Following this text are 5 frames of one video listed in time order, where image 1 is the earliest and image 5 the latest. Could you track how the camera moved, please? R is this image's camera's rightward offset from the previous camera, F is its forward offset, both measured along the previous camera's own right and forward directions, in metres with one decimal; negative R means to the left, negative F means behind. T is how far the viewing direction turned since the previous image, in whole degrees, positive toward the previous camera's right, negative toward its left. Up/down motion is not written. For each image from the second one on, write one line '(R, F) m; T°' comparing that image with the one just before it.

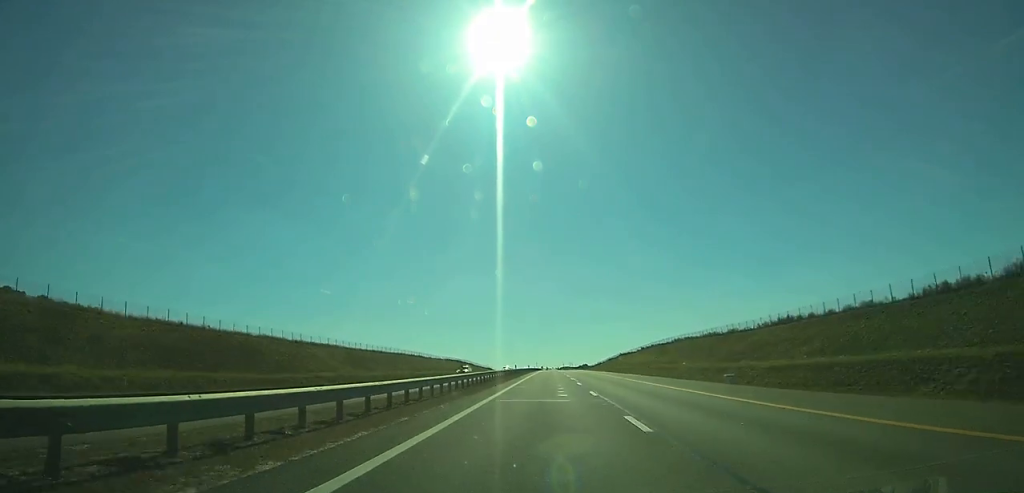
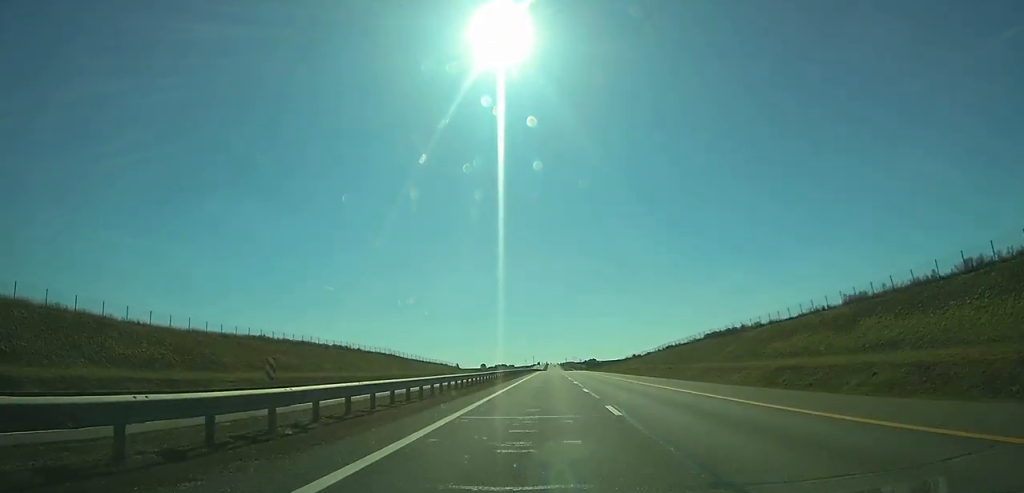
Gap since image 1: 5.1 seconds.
(0.0, +162.7) m; 0°
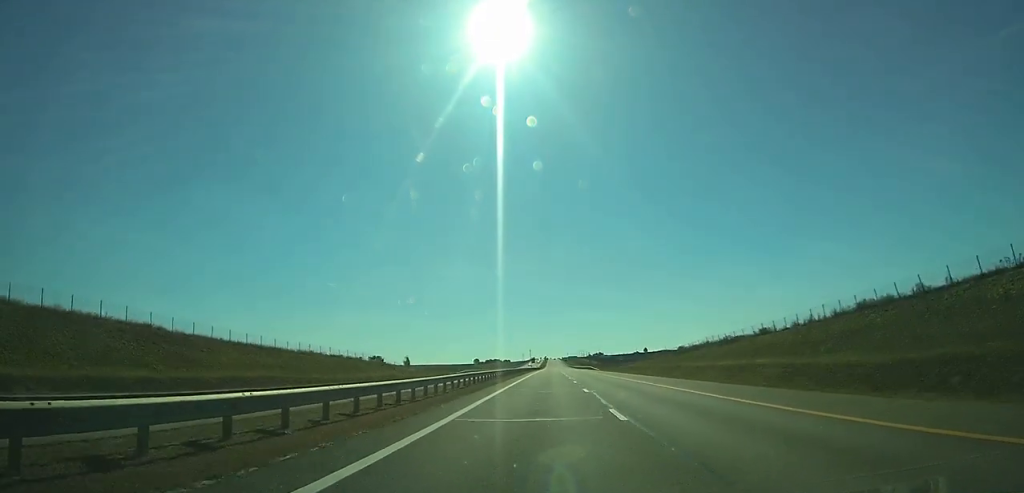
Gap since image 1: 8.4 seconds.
(-0.1, +108.5) m; 0°
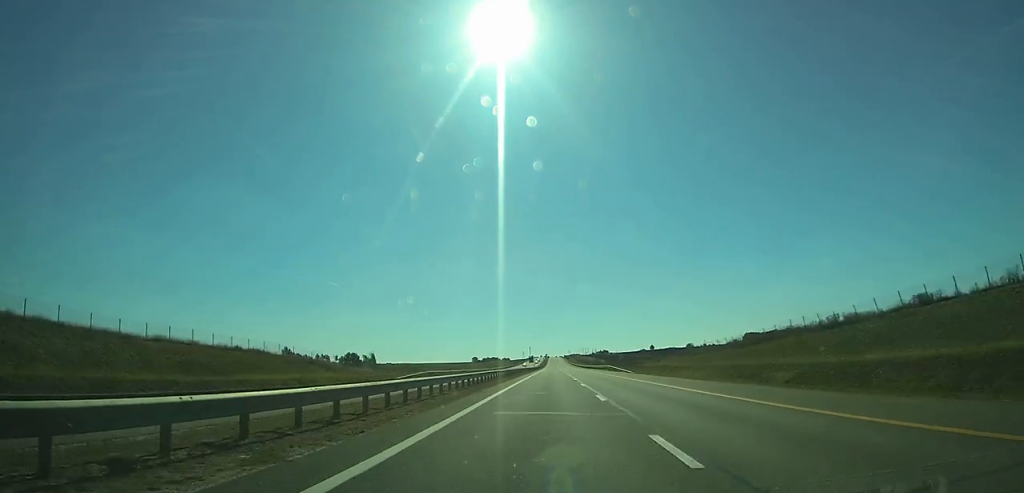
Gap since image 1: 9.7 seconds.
(0.0, +41.7) m; 0°
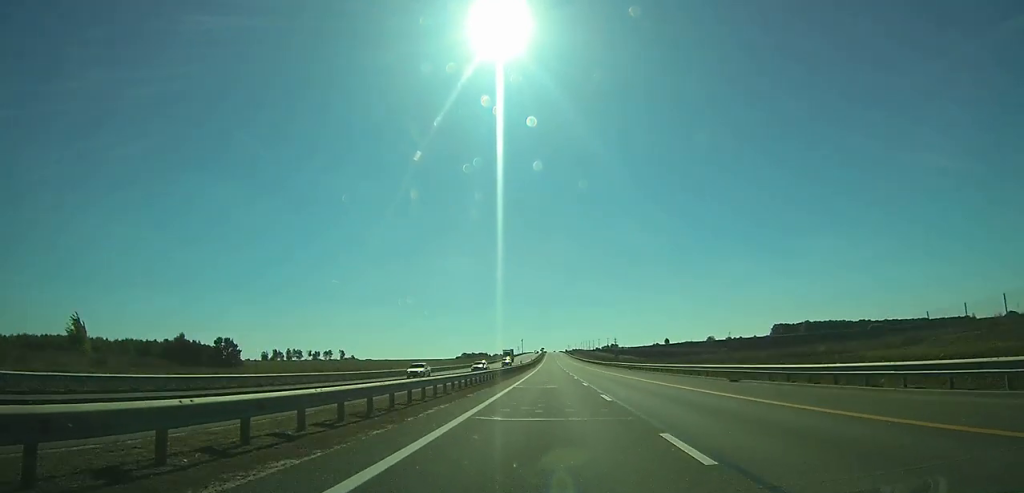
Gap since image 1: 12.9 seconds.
(+0.4, +107.9) m; 0°
